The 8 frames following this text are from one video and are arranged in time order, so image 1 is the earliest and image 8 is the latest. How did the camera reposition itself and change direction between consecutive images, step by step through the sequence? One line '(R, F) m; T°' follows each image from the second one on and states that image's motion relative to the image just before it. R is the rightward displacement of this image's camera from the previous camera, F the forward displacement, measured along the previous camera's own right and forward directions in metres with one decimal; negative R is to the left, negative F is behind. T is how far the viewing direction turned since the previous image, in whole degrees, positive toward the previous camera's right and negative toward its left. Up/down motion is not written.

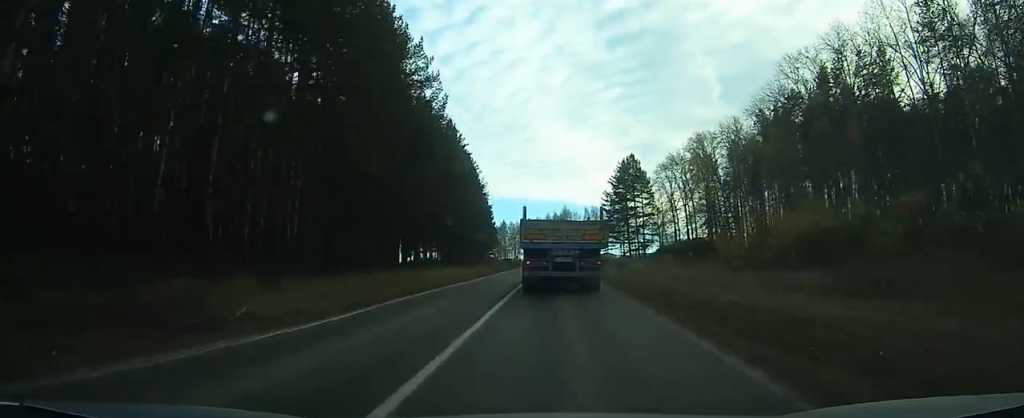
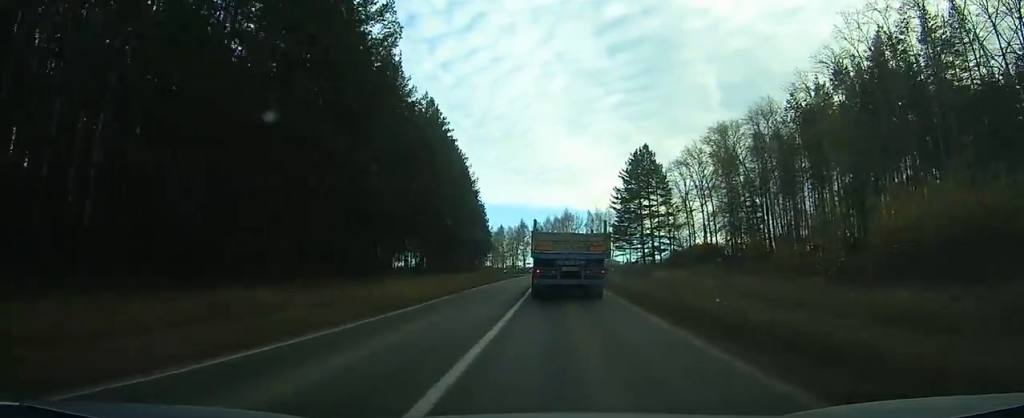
(+0.1, +16.6) m; 0°
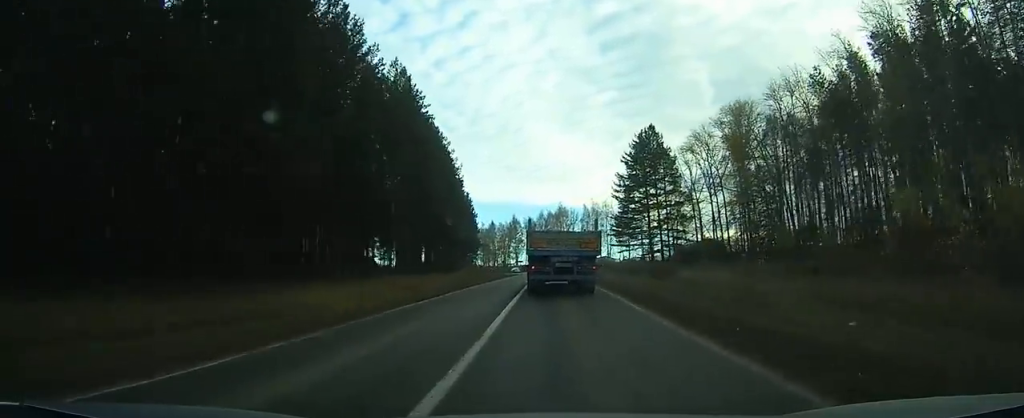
(0.0, +12.7) m; 0°
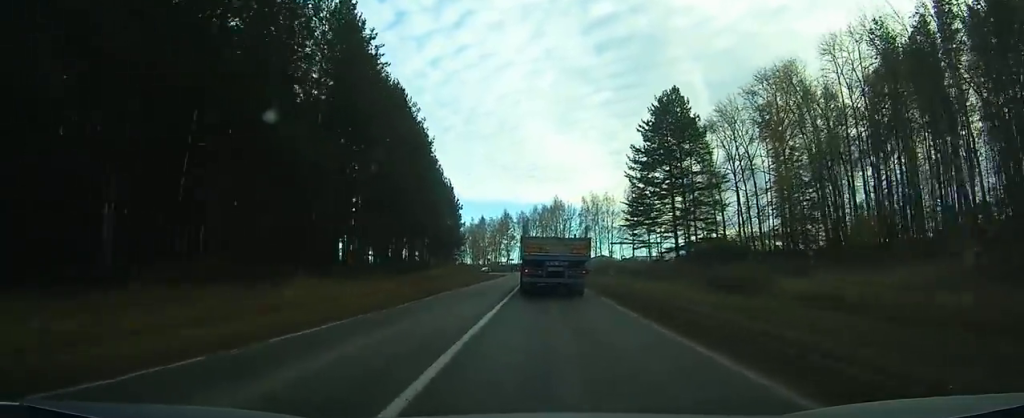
(+0.1, +19.7) m; +1°
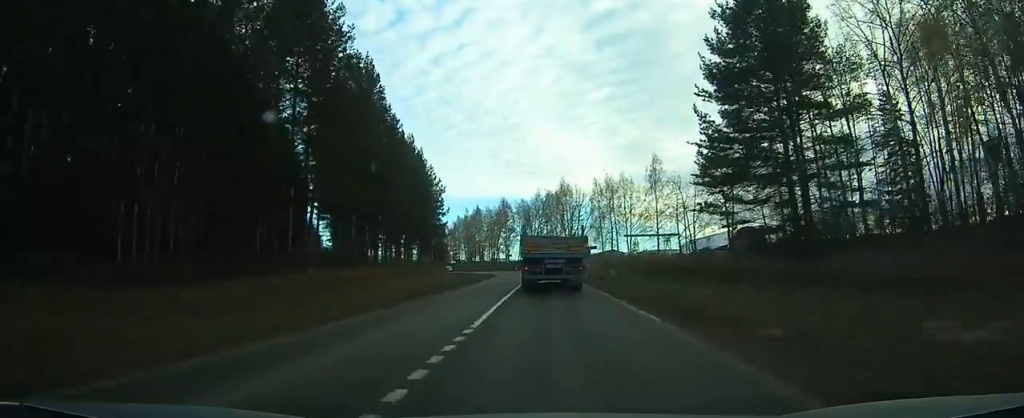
(+0.2, +30.0) m; +1°
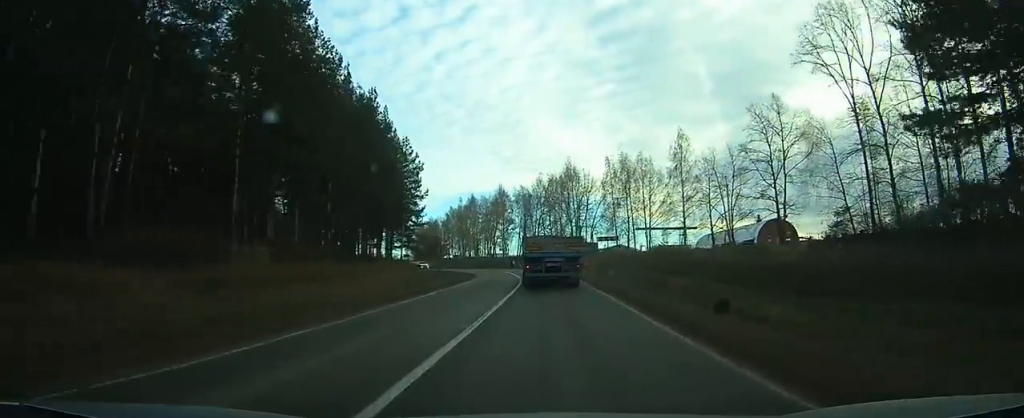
(0.0, +23.9) m; 0°
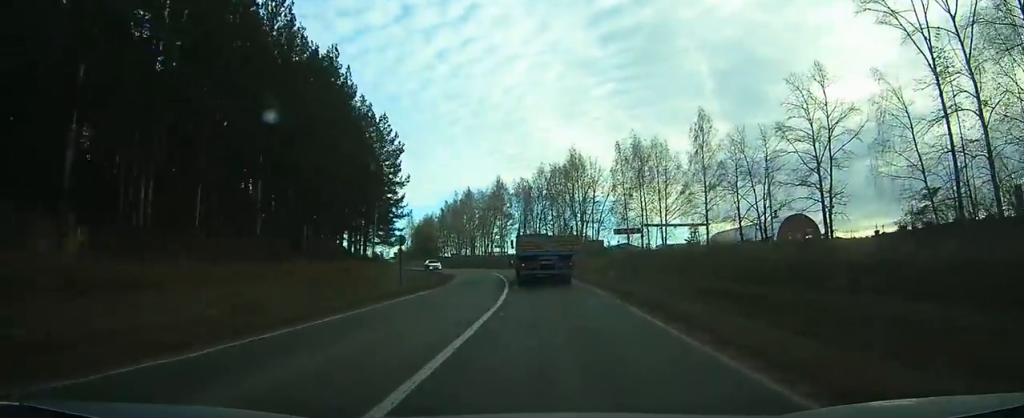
(0.0, +13.4) m; 0°
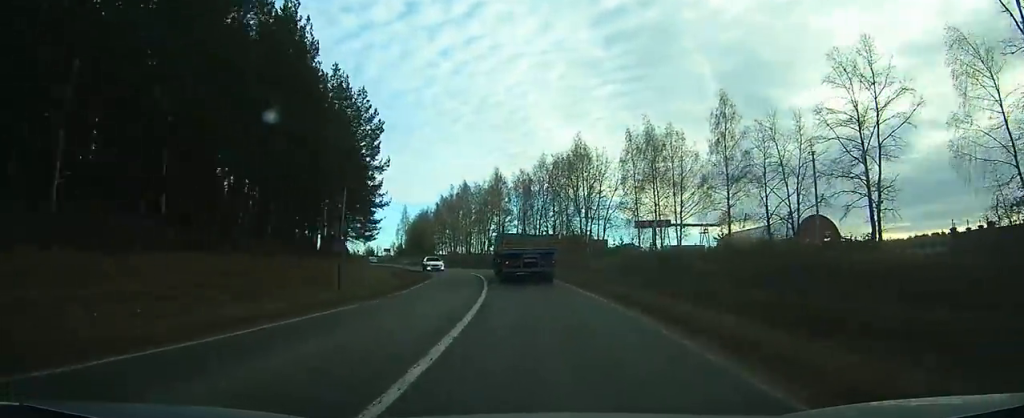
(0.0, +10.5) m; 0°
